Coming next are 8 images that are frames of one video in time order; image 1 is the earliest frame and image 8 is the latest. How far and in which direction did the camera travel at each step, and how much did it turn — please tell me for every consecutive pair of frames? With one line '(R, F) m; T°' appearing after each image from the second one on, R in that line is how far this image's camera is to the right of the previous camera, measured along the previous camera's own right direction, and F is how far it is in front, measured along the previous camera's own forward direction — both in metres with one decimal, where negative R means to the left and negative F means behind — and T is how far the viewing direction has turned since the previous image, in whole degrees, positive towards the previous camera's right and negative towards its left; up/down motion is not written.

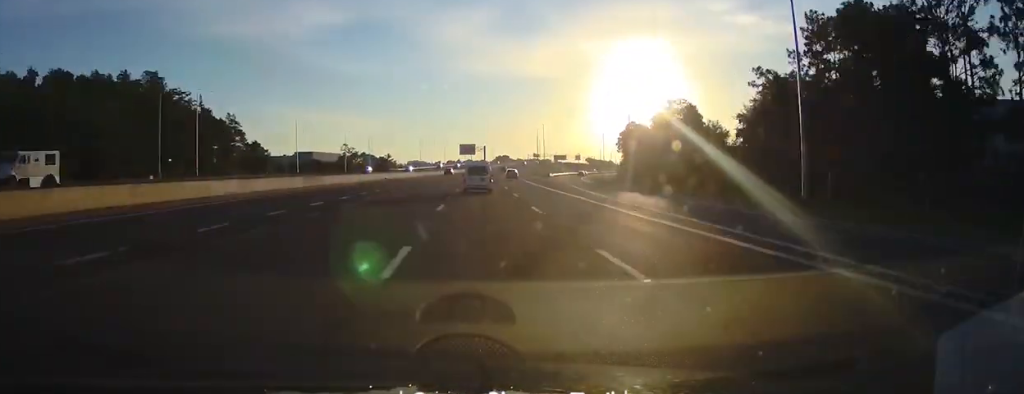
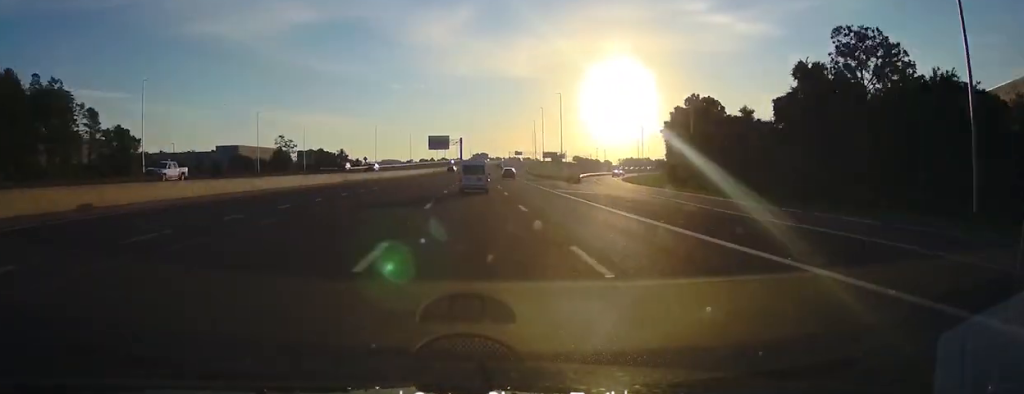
(+2.2, +57.1) m; +2°
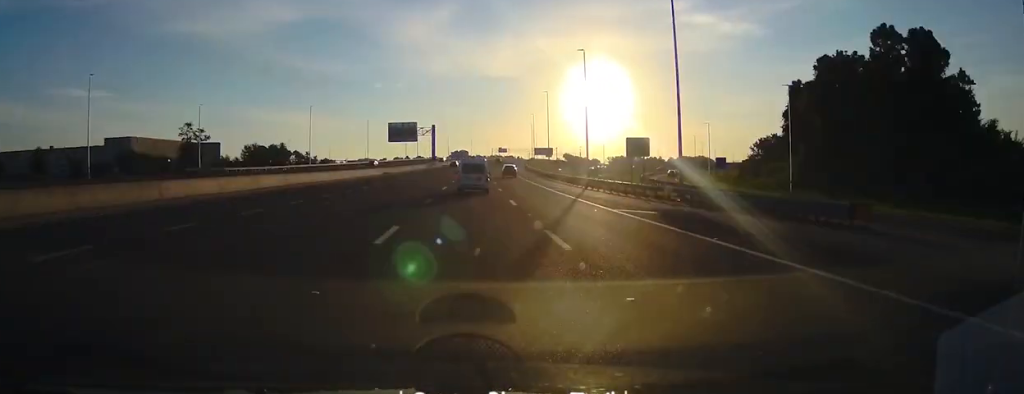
(+0.6, +53.5) m; +2°
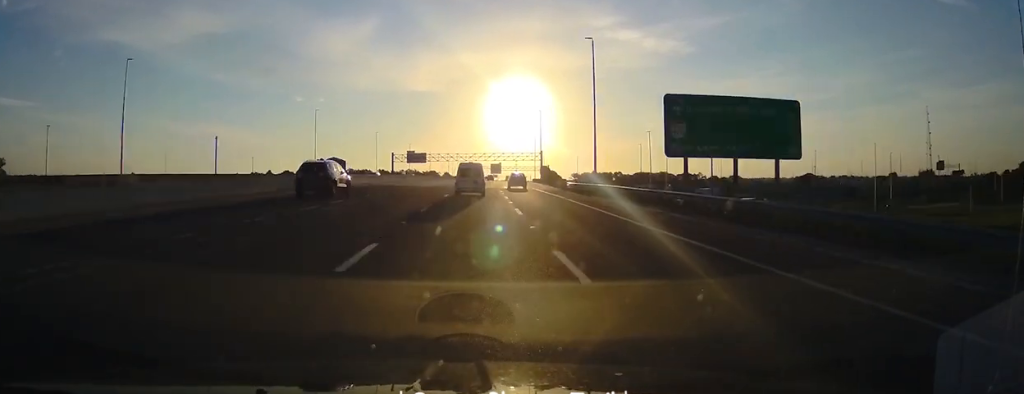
(+17.2, +243.2) m; +9°
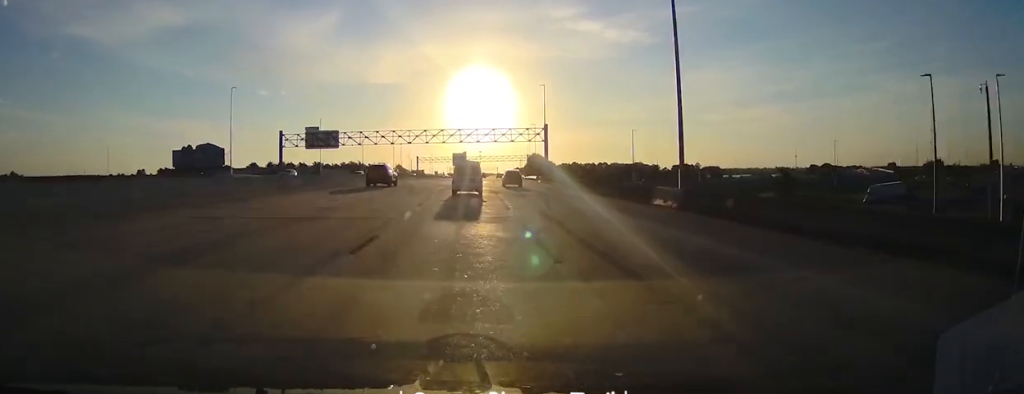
(+3.4, +85.5) m; +3°
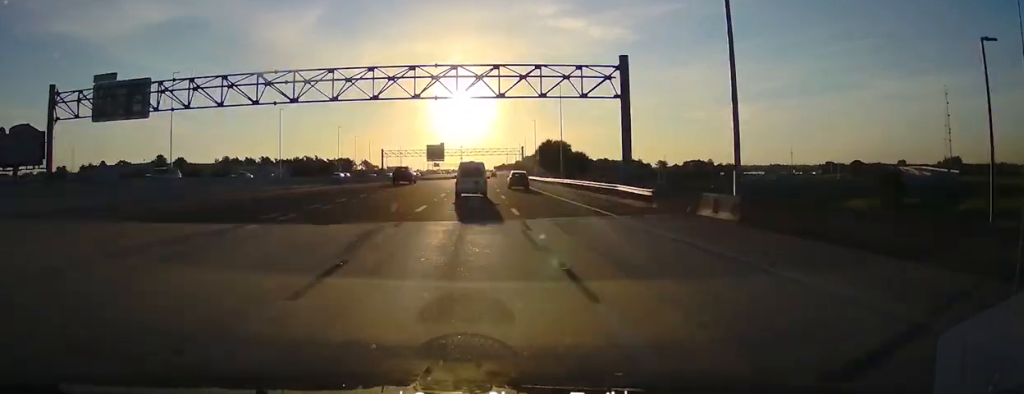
(+1.3, +62.3) m; +2°
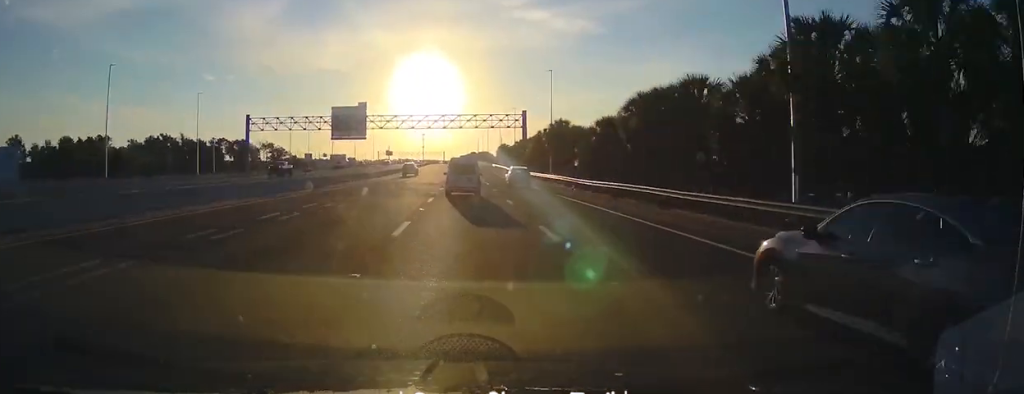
(+2.6, +112.7) m; +1°
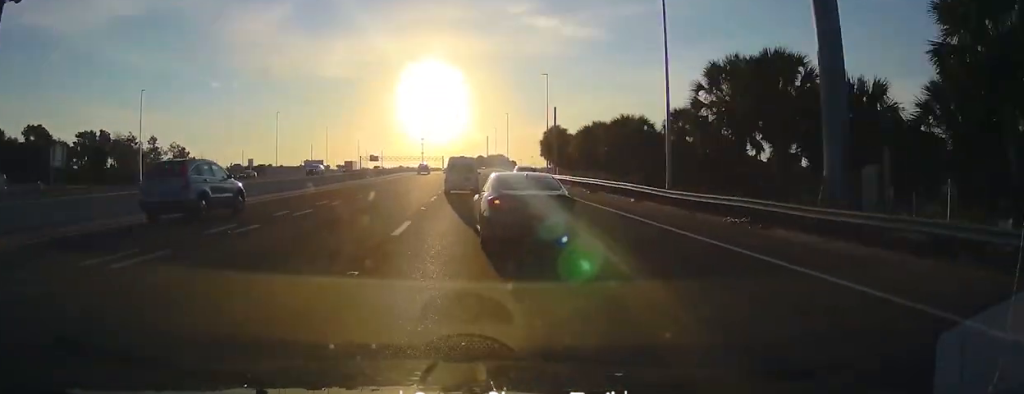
(-0.4, +92.2) m; 0°
